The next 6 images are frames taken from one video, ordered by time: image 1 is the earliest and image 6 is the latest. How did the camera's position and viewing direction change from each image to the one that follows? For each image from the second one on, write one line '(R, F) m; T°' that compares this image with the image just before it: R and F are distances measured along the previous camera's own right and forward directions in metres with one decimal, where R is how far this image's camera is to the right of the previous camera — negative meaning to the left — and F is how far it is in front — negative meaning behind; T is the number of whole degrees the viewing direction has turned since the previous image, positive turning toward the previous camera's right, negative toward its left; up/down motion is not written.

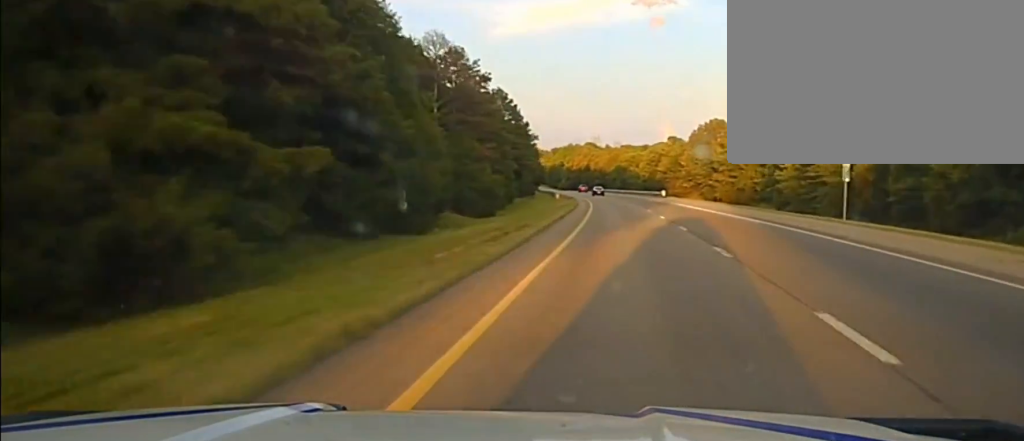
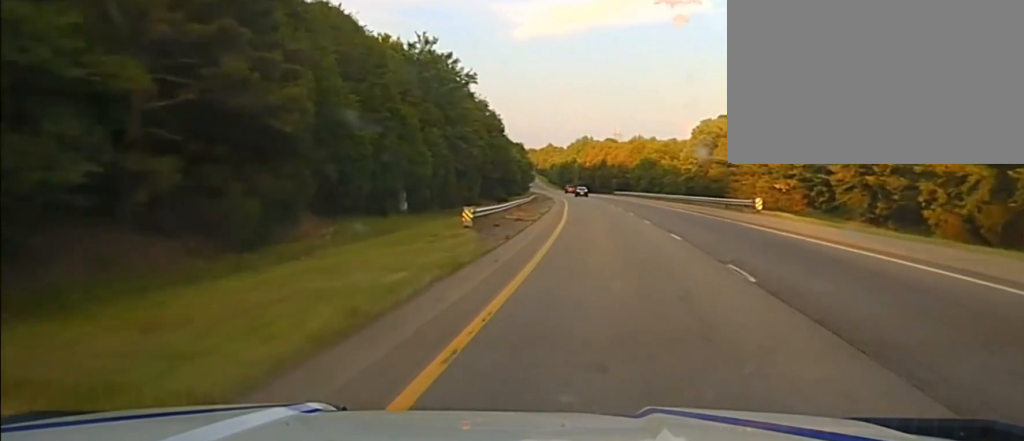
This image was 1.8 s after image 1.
(-0.9, +71.5) m; -2°
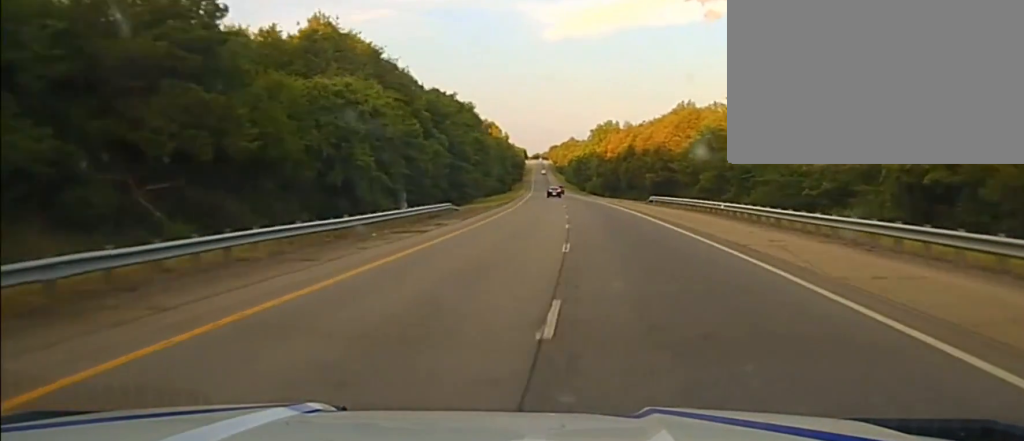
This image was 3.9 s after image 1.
(-3.1, +84.8) m; -3°
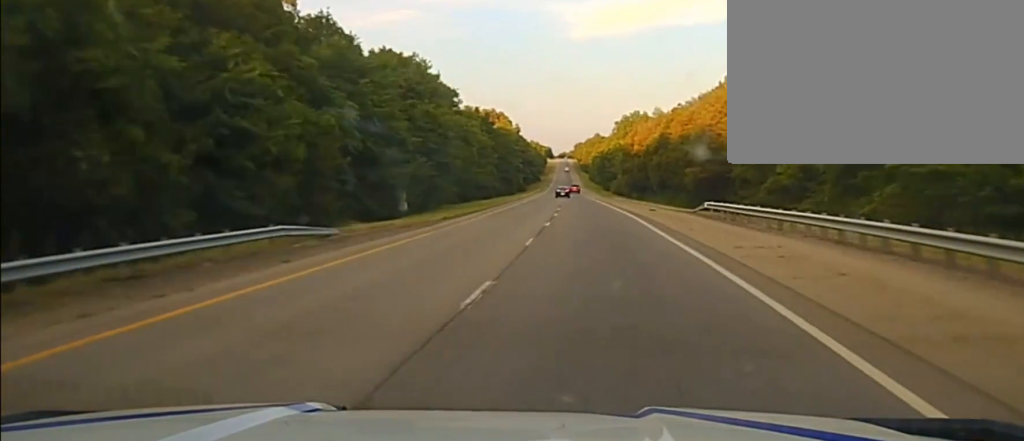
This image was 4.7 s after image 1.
(-0.1, +34.4) m; 0°
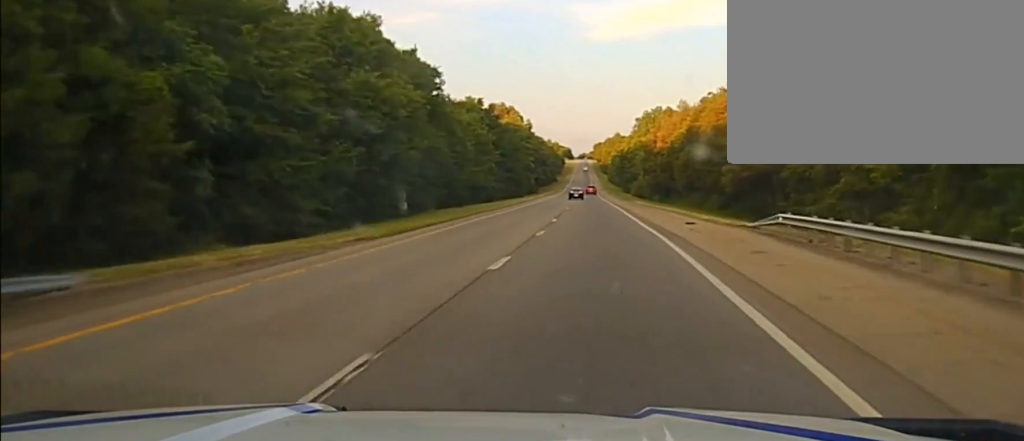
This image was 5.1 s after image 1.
(0.0, +19.3) m; 0°
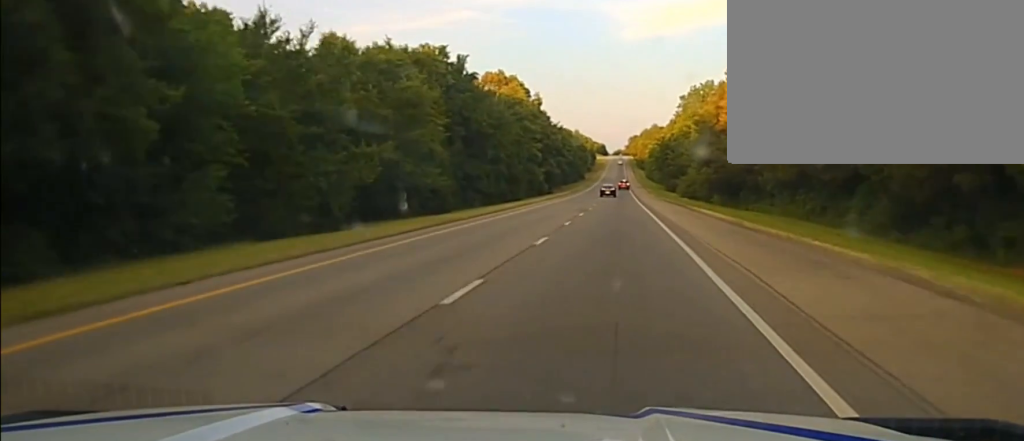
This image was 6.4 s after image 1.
(0.0, +57.4) m; 0°
